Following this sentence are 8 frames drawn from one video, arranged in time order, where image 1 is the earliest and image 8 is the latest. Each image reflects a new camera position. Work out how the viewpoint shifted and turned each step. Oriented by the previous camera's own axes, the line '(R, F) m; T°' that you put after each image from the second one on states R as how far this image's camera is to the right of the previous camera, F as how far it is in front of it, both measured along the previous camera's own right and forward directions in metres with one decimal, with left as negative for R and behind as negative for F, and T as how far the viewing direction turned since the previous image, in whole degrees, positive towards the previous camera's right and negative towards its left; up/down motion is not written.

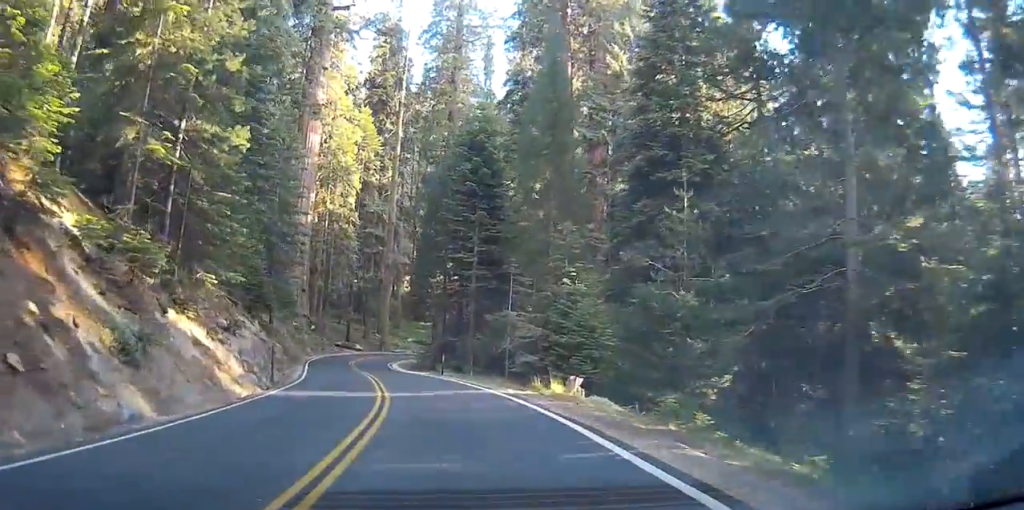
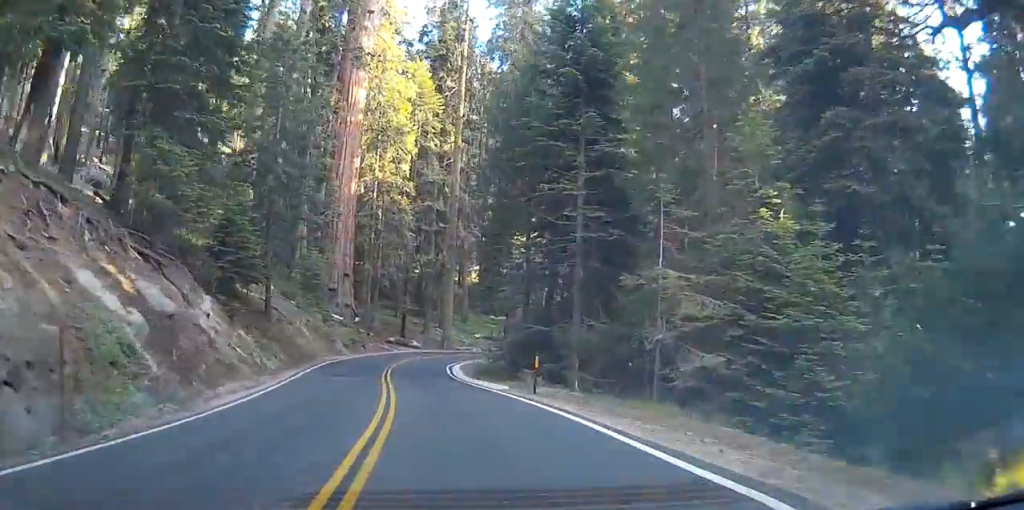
(-1.0, +18.4) m; -5°
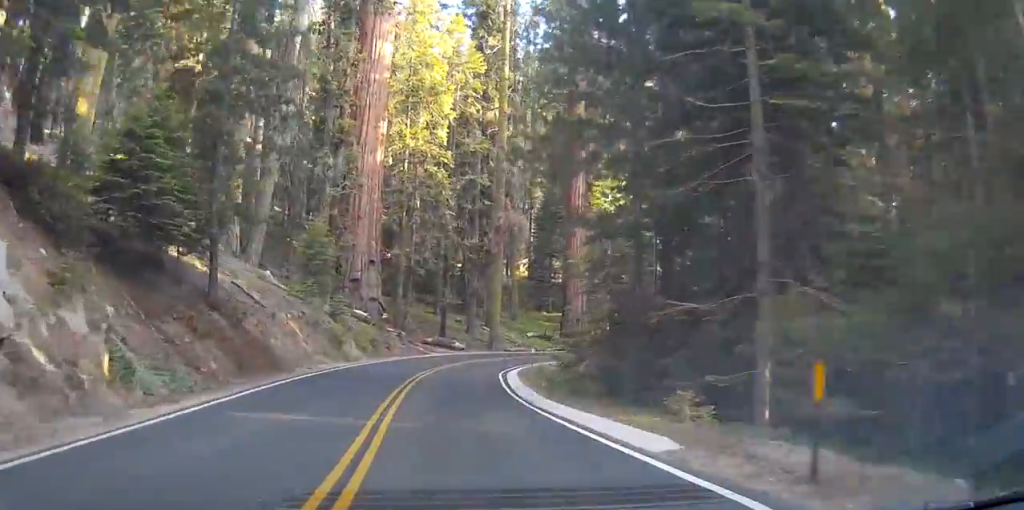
(-0.4, +14.5) m; -3°
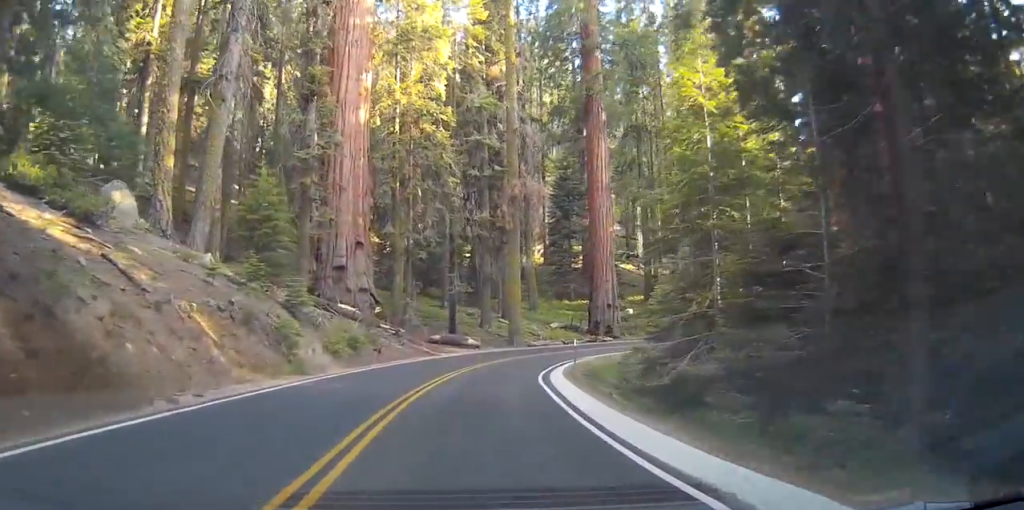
(-0.3, +13.1) m; -2°
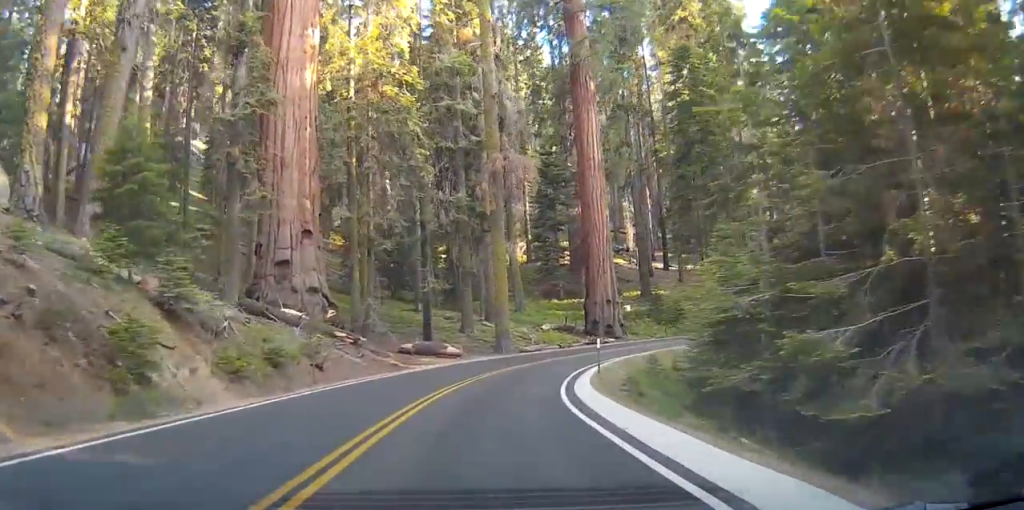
(0.0, +10.7) m; 0°
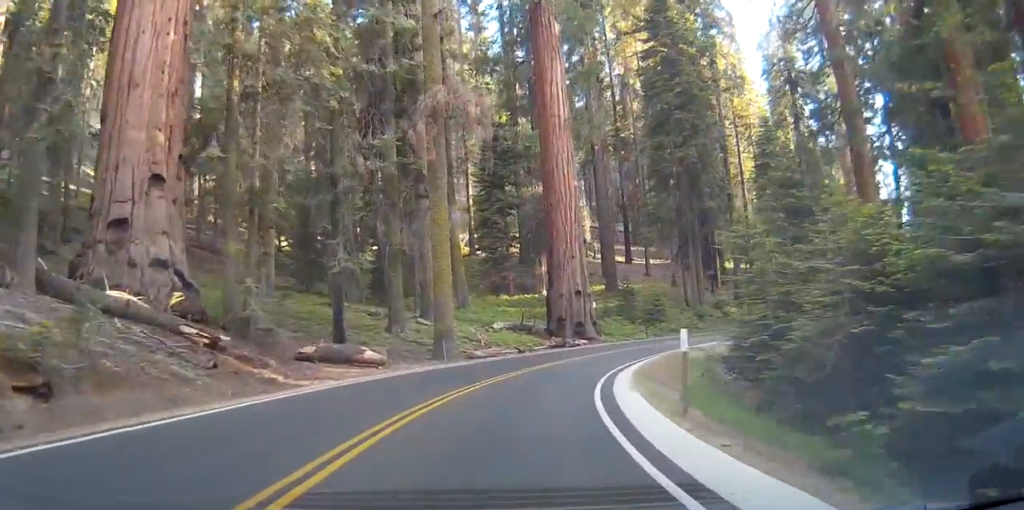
(+0.1, +14.6) m; +5°
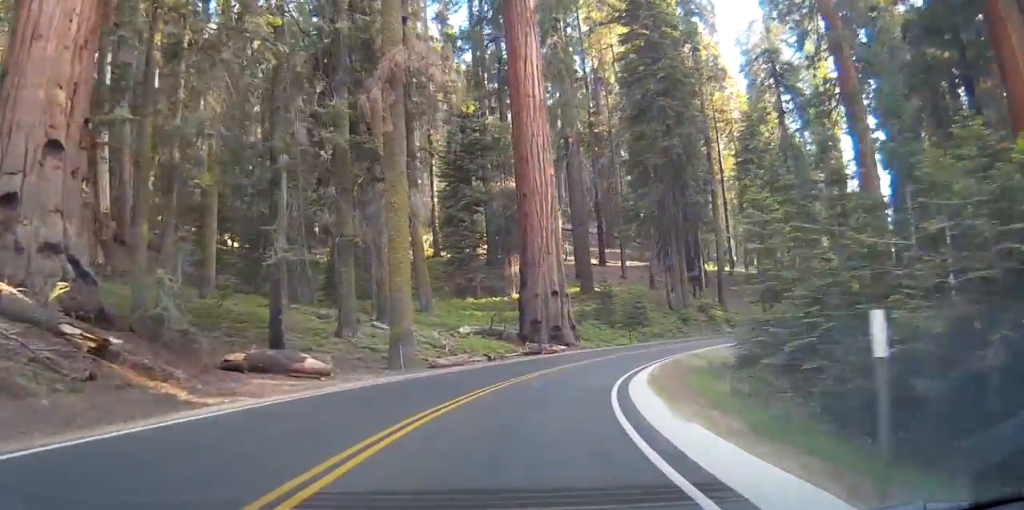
(+0.4, +5.9) m; +5°
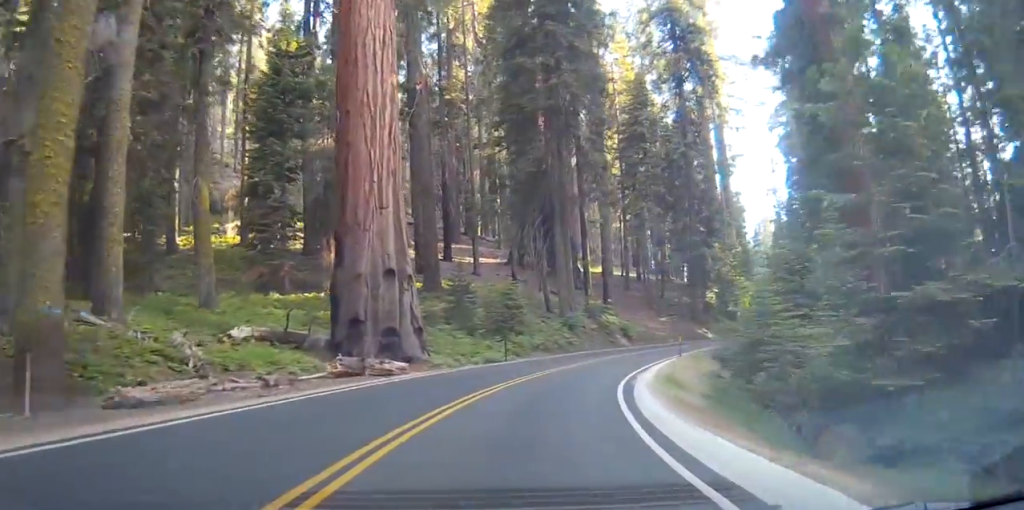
(+2.7, +18.5) m; +13°
